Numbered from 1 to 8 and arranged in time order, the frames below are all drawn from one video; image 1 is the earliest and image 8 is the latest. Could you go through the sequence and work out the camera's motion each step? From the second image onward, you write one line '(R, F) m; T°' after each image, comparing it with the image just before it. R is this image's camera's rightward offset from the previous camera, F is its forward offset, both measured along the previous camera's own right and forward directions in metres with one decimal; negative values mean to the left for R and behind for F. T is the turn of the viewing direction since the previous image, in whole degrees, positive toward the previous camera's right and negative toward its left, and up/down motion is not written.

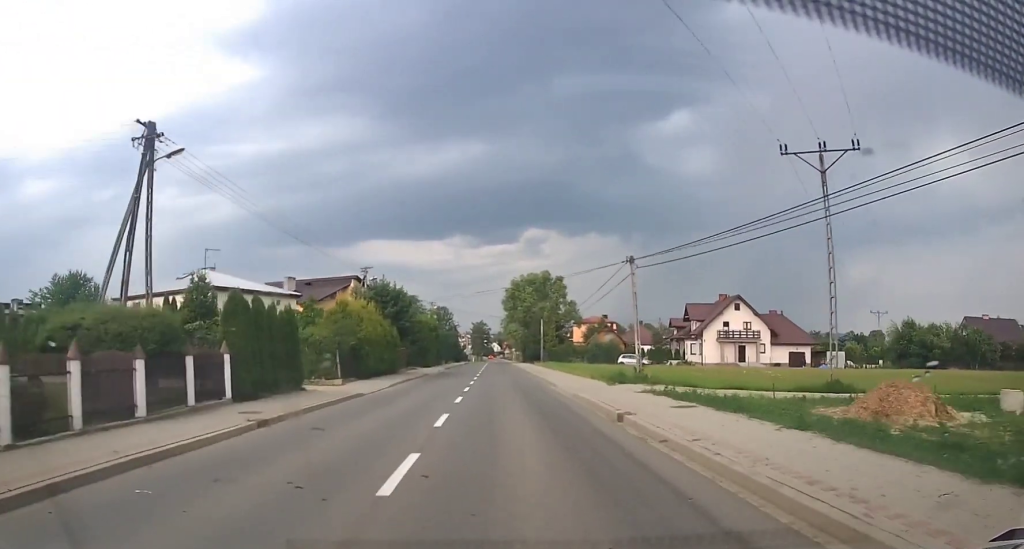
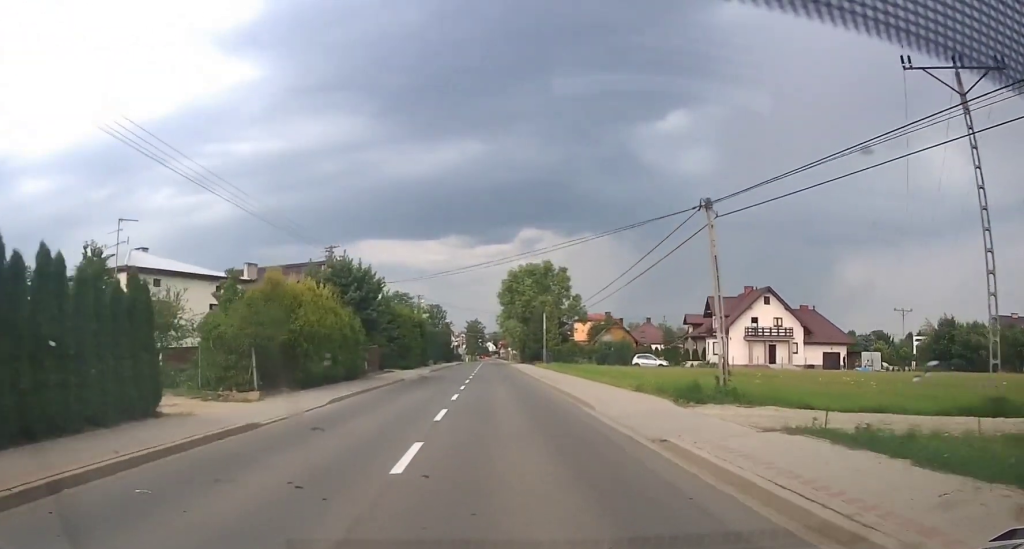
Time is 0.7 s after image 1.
(-0.1, +10.1) m; 0°
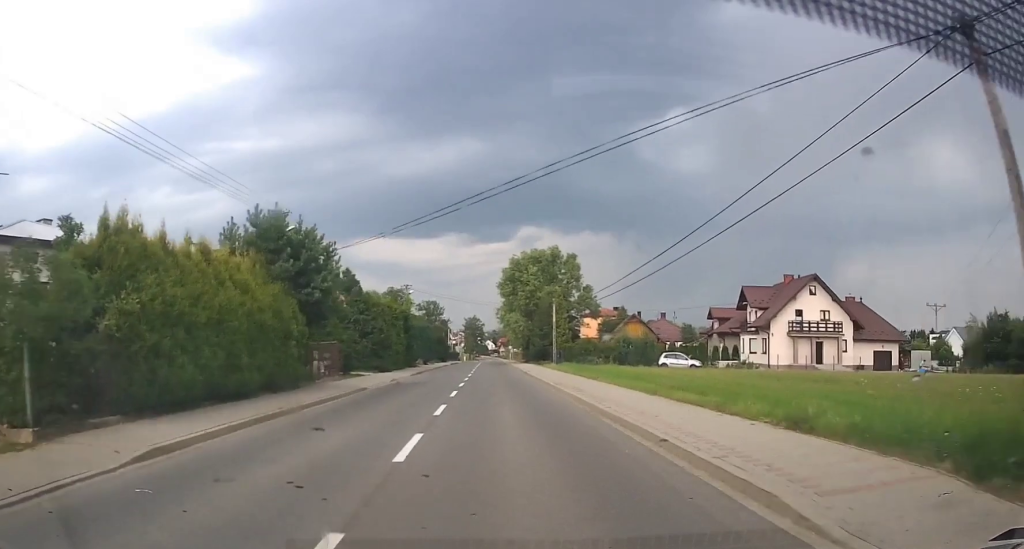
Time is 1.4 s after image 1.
(0.0, +11.0) m; 0°
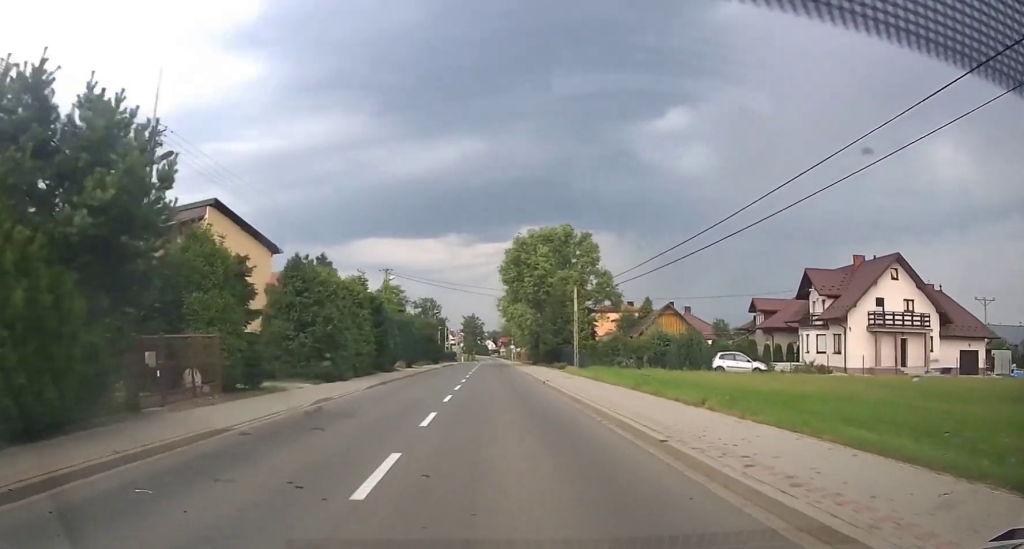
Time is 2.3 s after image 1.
(0.0, +13.3) m; 0°
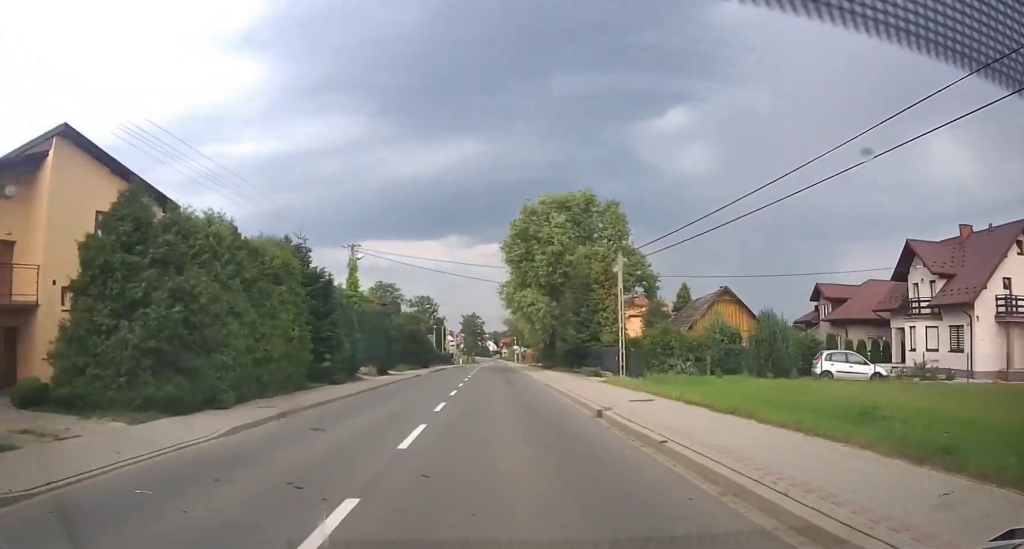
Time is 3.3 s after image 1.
(0.0, +14.1) m; 0°
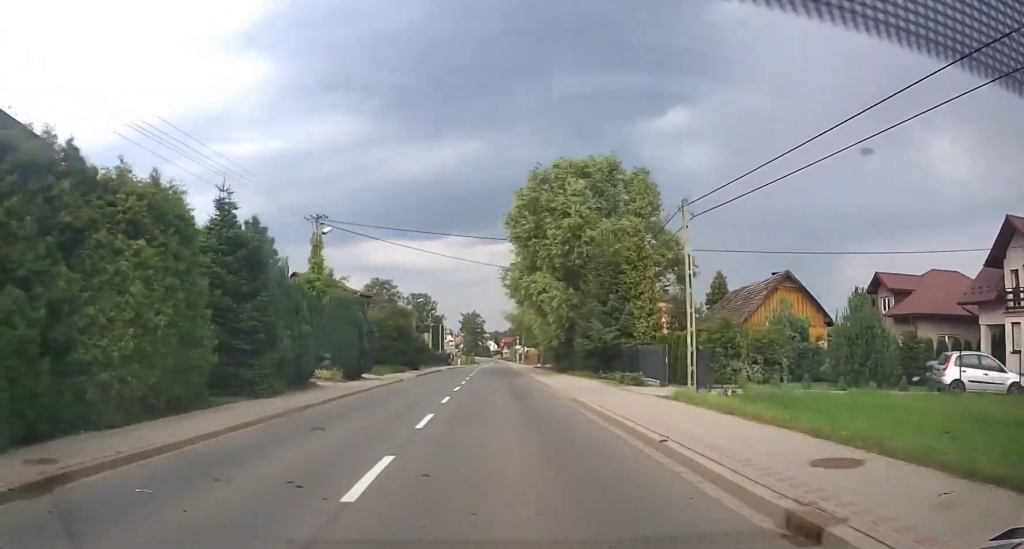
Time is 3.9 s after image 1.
(-0.1, +9.6) m; 0°
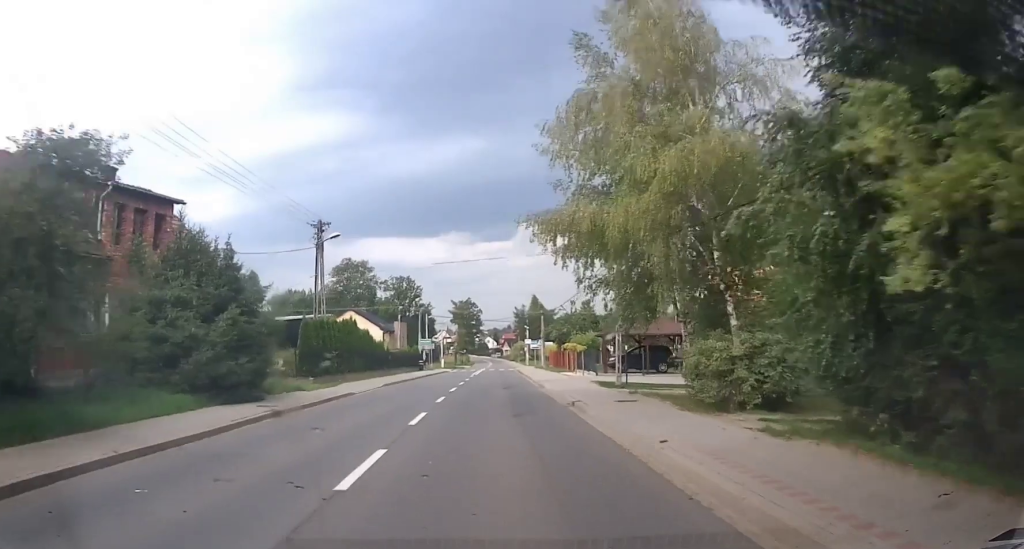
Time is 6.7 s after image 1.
(-0.3, +38.9) m; -1°
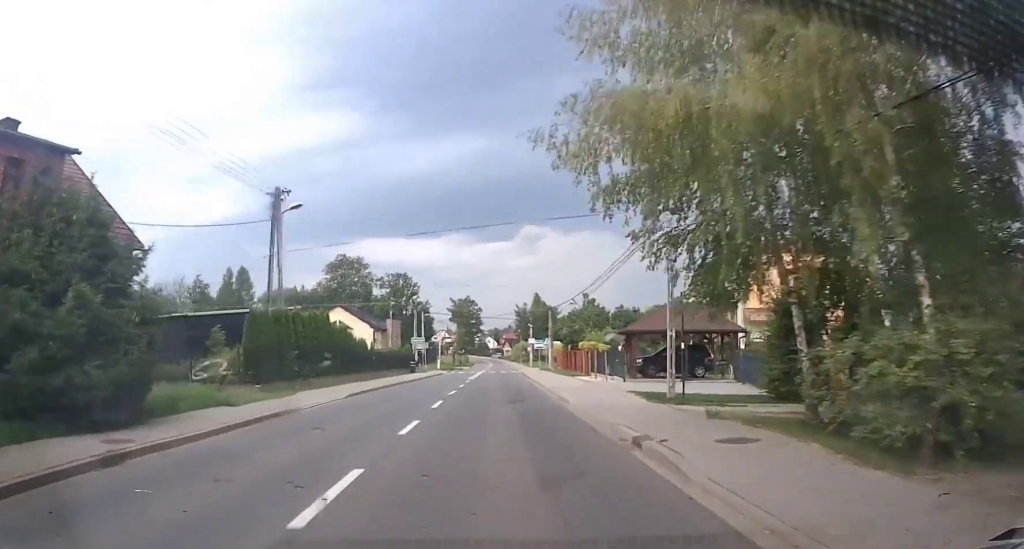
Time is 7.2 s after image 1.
(0.0, +7.4) m; 0°
